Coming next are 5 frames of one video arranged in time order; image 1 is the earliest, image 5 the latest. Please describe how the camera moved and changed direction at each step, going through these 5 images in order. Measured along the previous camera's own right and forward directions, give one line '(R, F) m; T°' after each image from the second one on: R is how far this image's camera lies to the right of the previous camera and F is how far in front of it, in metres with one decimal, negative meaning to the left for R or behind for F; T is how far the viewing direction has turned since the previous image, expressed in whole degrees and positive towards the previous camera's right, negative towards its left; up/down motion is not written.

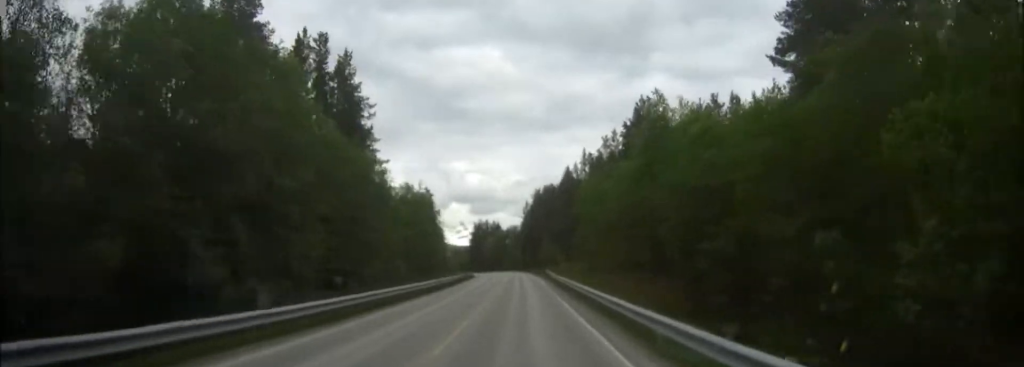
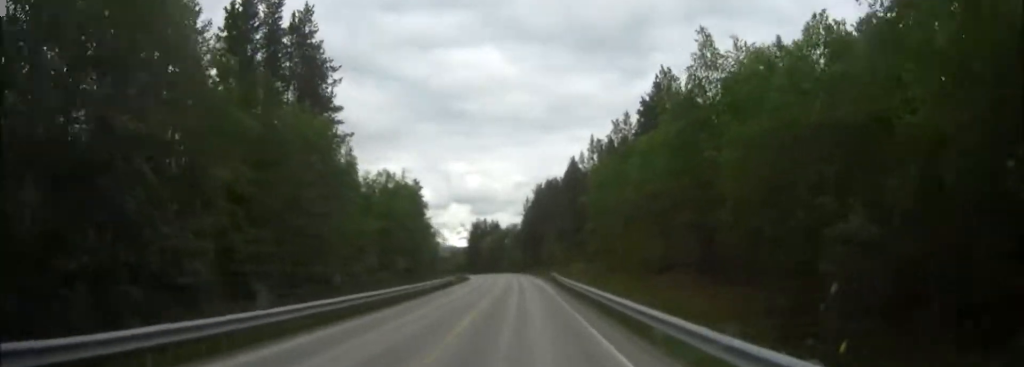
(0.0, +12.6) m; 0°
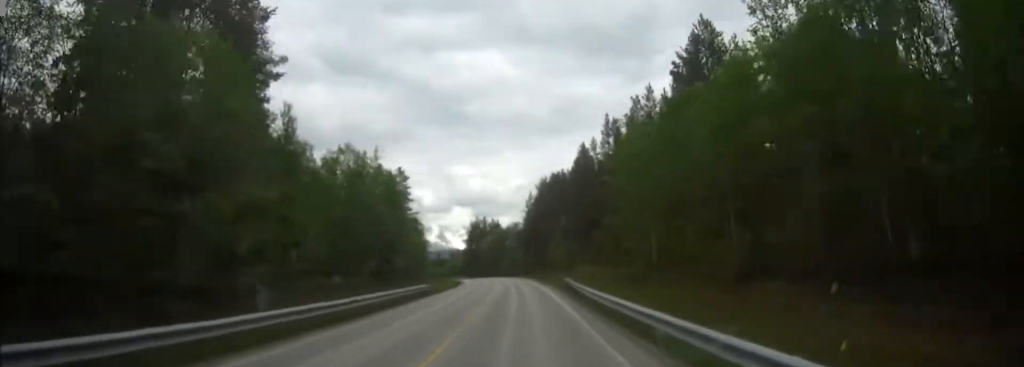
(0.0, +15.5) m; 0°
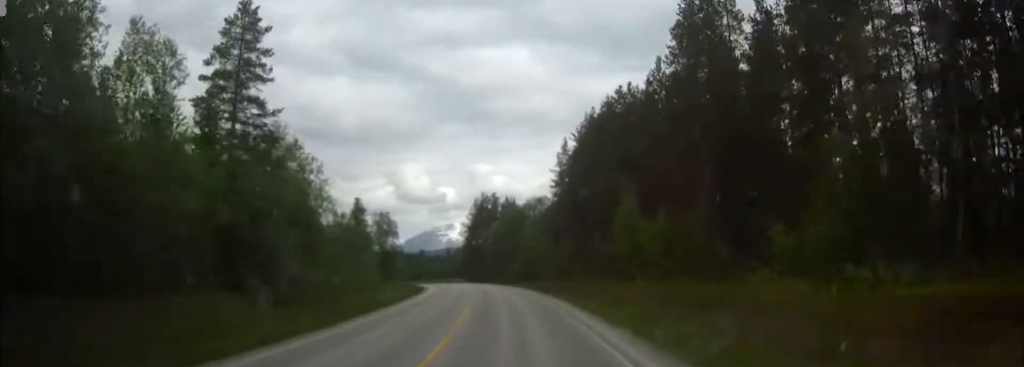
(-1.0, +58.1) m; -2°
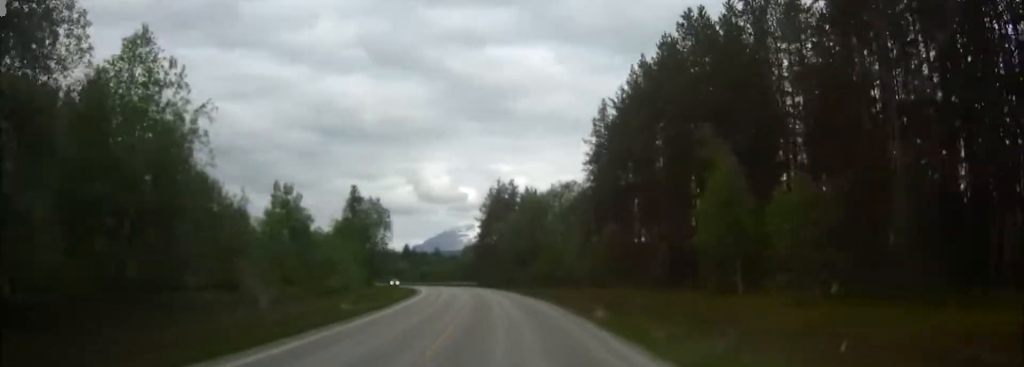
(-0.3, +20.5) m; -2°
